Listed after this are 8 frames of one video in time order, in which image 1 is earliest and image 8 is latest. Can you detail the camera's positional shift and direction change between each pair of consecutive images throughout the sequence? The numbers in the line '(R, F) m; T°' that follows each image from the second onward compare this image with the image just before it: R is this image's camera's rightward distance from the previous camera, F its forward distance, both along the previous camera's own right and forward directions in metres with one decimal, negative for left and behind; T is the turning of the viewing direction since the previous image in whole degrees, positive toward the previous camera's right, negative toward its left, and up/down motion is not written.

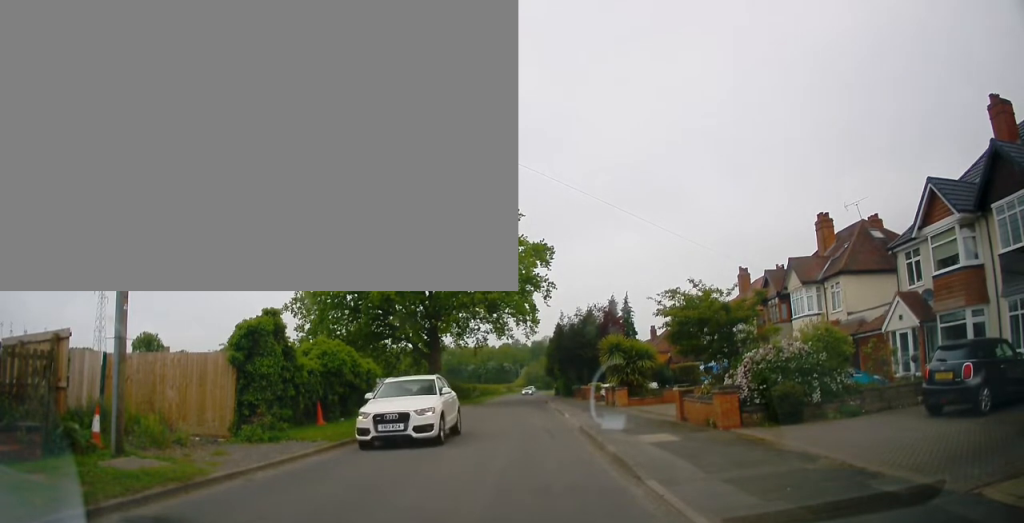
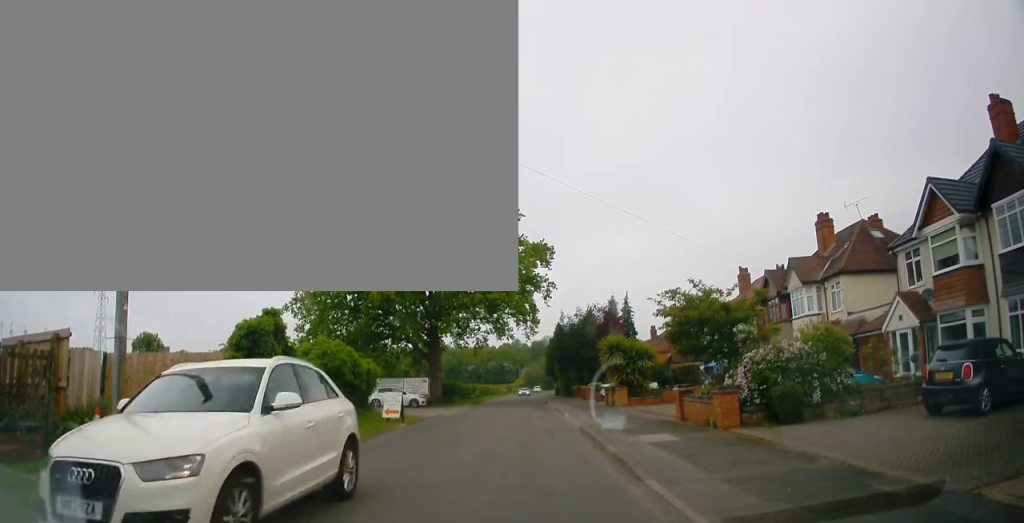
(0.0, 0.0) m; 0°
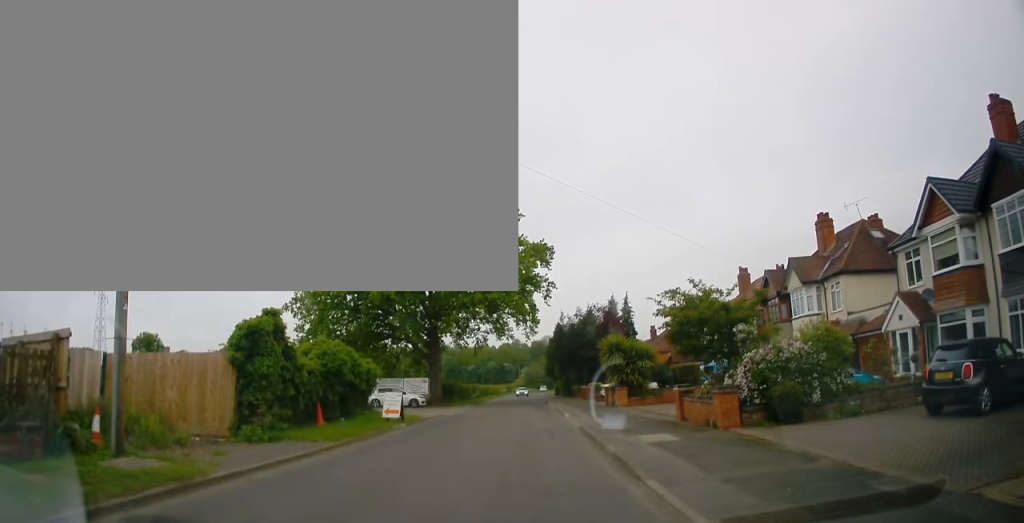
(0.0, 0.0) m; 0°
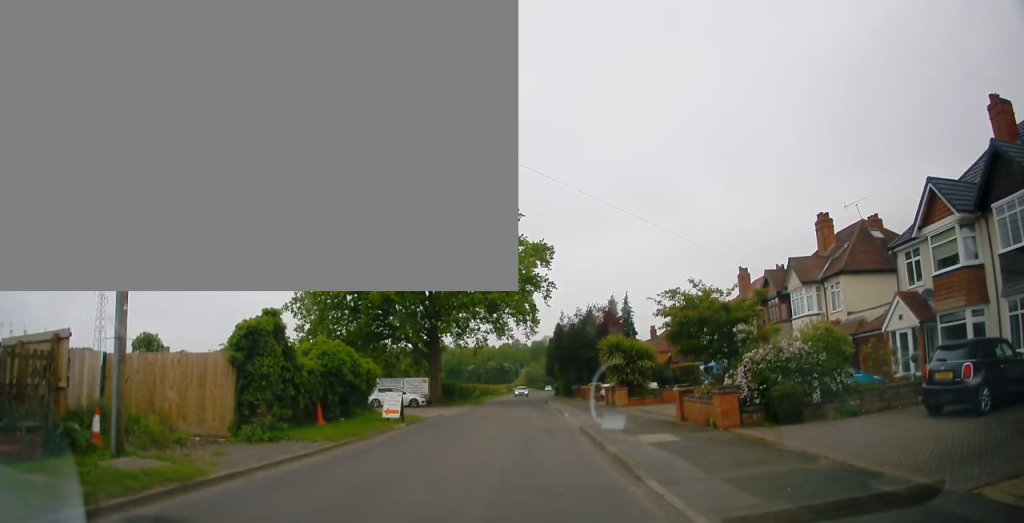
(0.0, 0.0) m; 0°
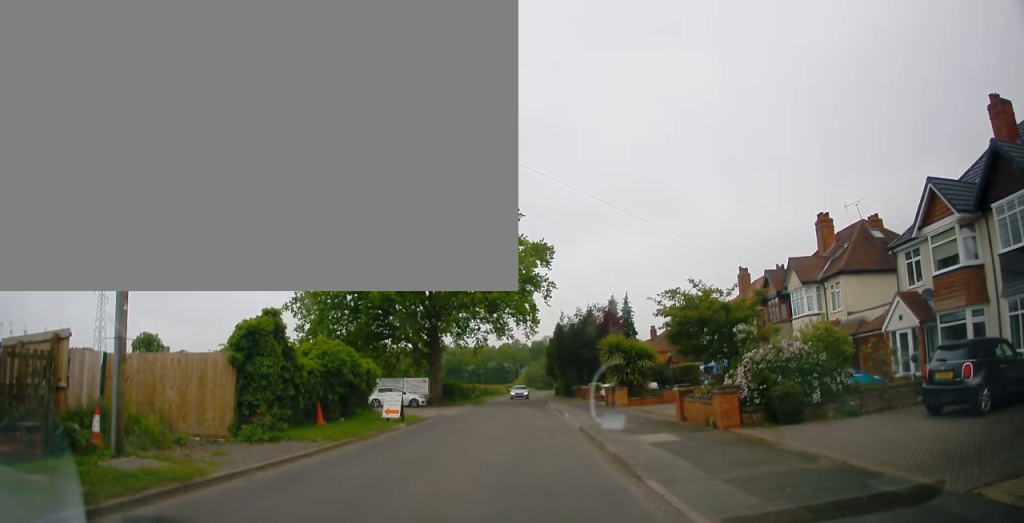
(0.0, 0.0) m; 0°
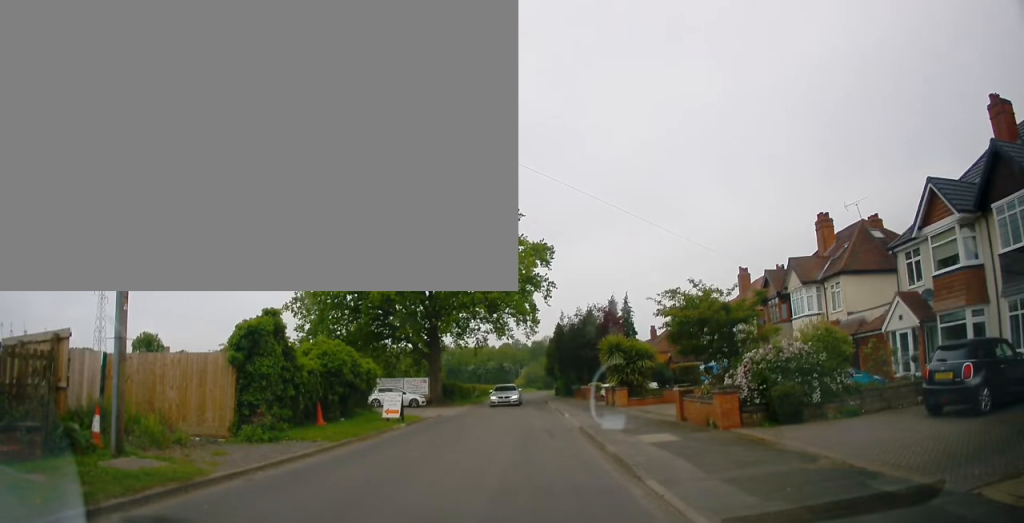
(0.0, 0.0) m; 0°
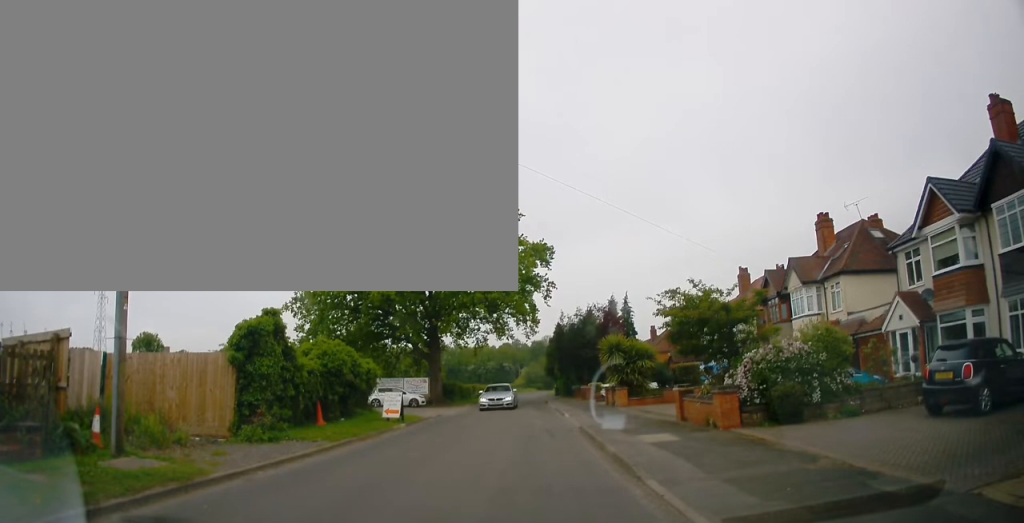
(0.0, 0.0) m; 0°
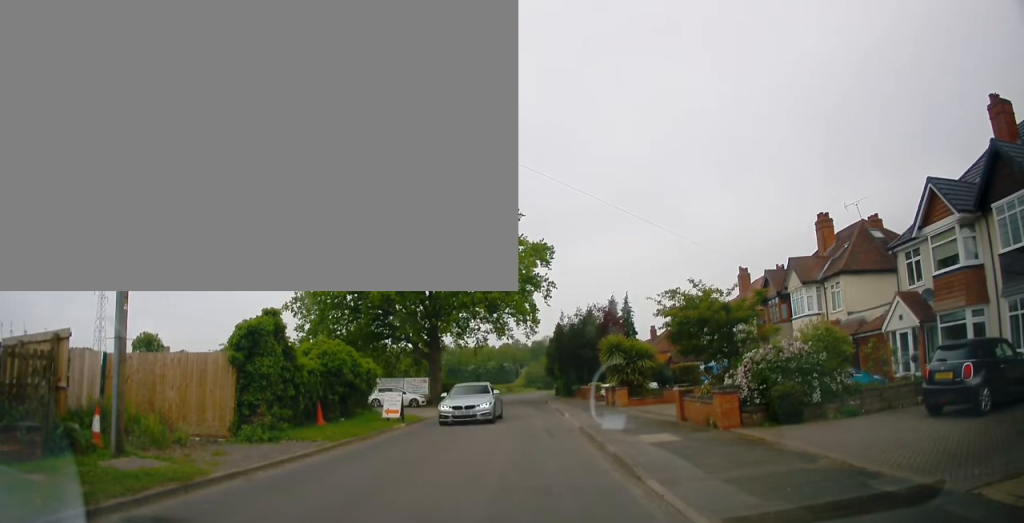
(0.0, 0.0) m; 0°
